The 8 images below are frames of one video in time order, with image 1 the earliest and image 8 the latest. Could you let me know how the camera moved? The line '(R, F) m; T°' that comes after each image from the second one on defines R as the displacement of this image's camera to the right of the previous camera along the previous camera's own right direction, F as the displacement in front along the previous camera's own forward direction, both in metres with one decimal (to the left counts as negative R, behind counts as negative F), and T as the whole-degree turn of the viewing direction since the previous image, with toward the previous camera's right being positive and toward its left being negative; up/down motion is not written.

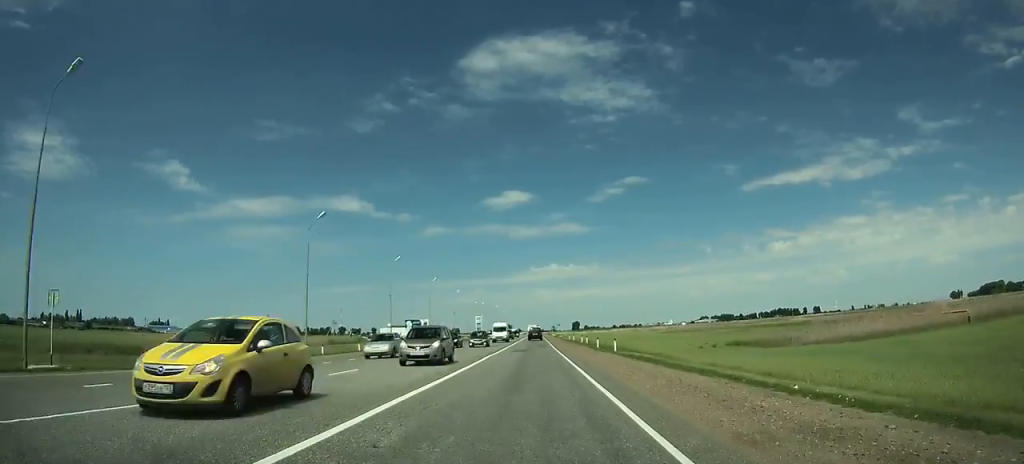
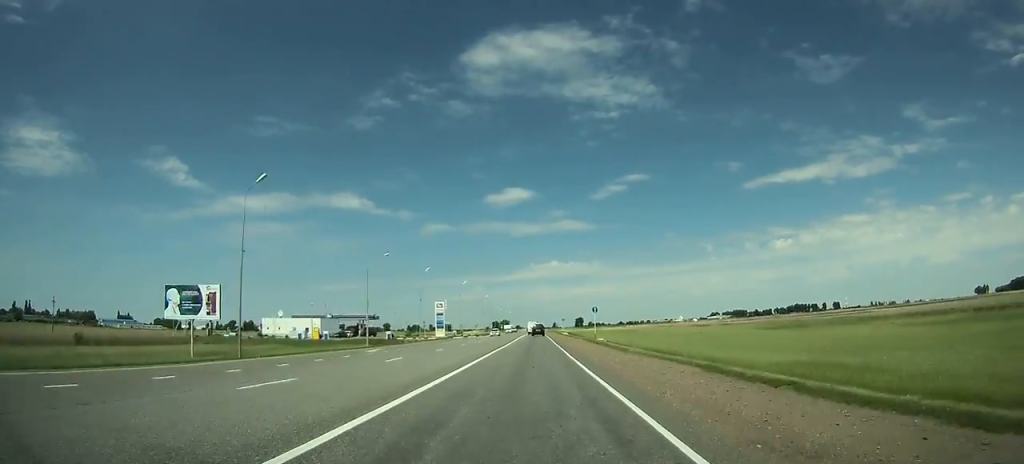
(-0.1, +91.8) m; 0°
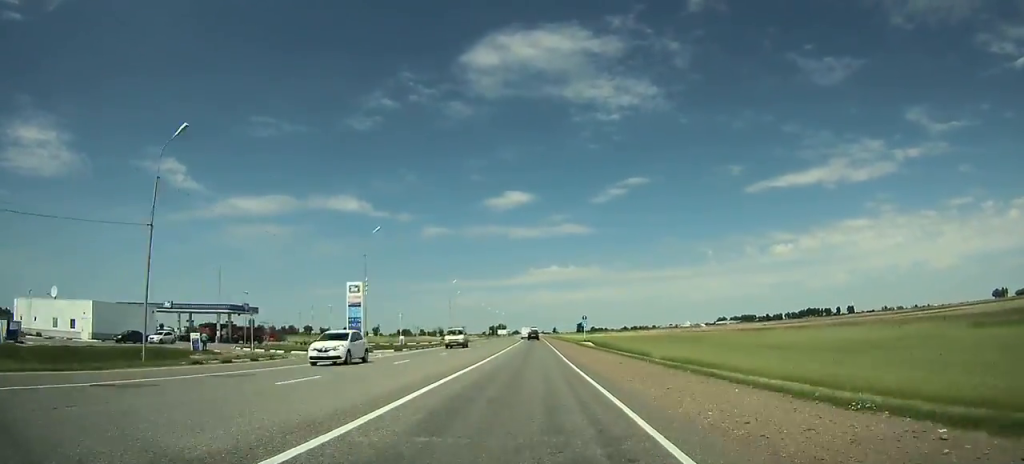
(+0.2, +69.4) m; 0°
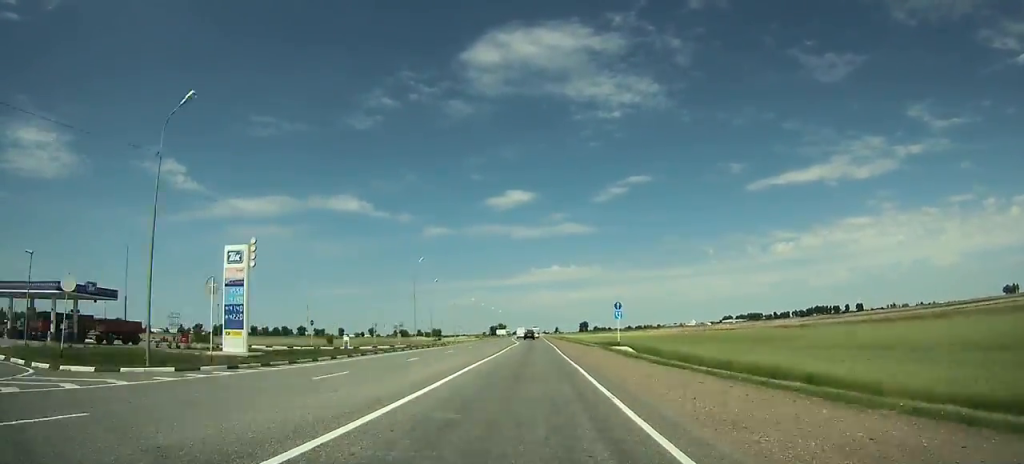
(+0.1, +33.7) m; 0°
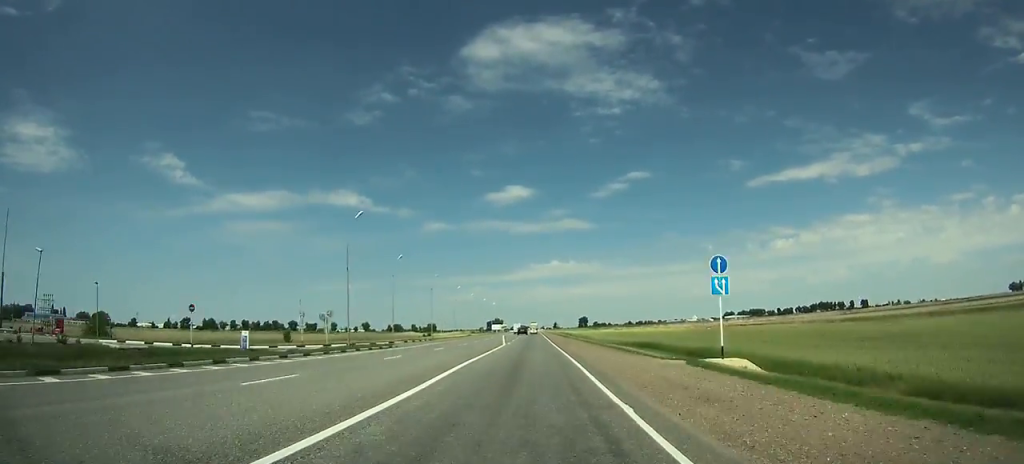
(-0.2, +30.4) m; 0°
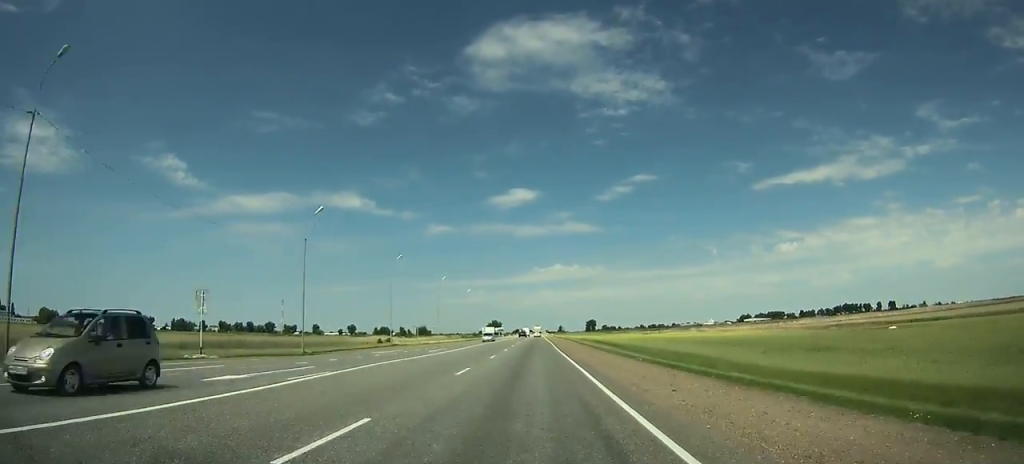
(-0.3, +101.1) m; 0°
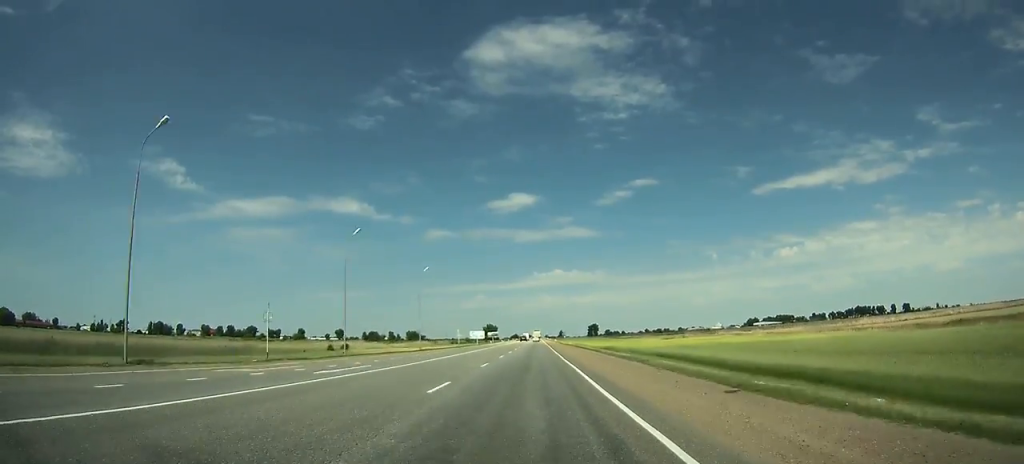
(-0.1, +54.9) m; 0°
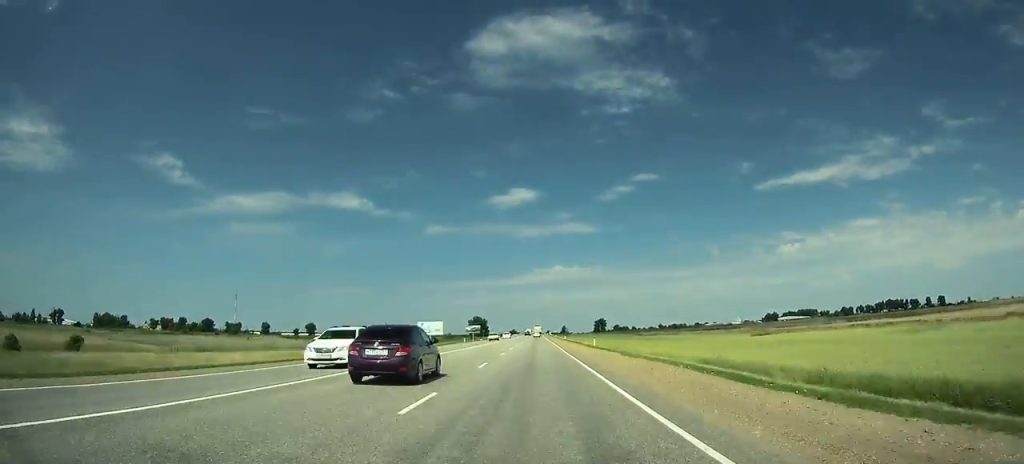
(+0.1, +110.4) m; 0°
